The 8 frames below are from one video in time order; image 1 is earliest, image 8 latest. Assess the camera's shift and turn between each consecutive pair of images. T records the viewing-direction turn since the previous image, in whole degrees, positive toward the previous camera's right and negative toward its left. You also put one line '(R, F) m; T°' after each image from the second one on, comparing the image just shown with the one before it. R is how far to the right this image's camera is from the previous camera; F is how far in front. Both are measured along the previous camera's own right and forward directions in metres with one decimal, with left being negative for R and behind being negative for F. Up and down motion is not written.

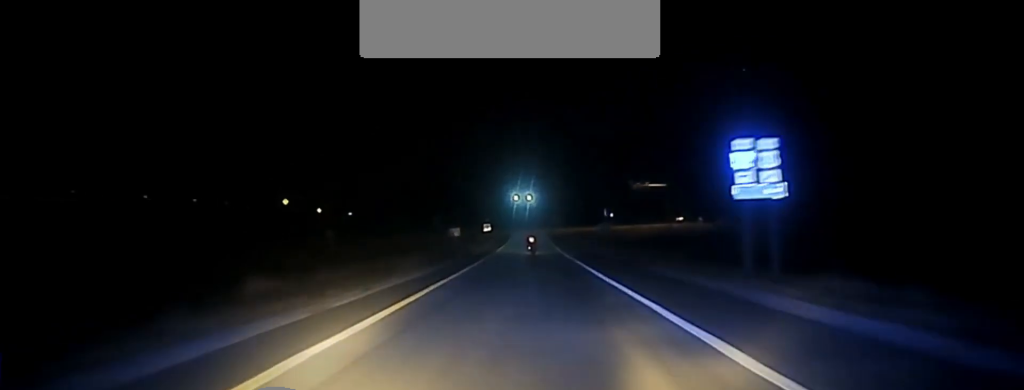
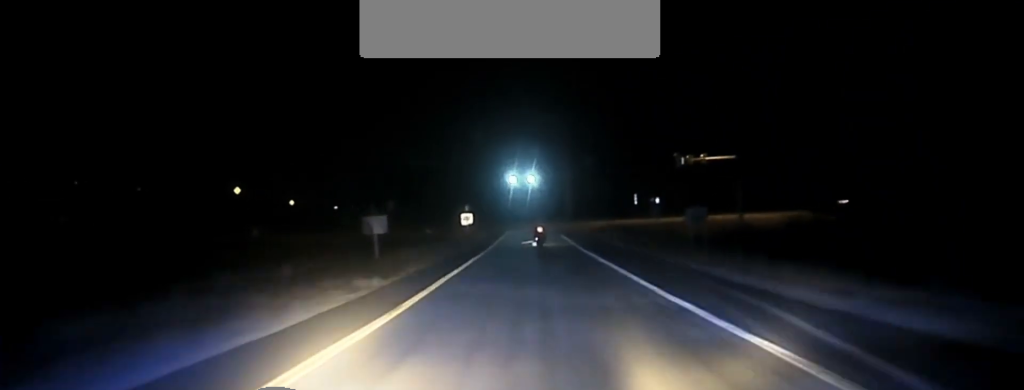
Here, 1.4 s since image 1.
(+0.3, +37.1) m; +1°
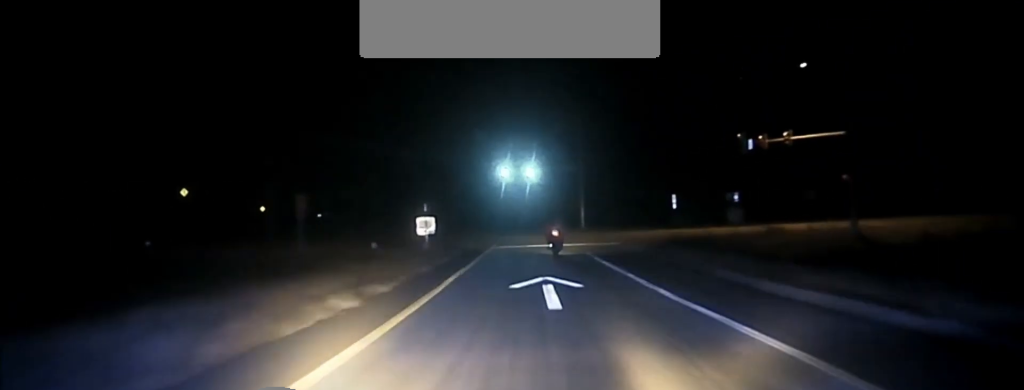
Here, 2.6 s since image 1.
(-0.1, +31.7) m; +1°
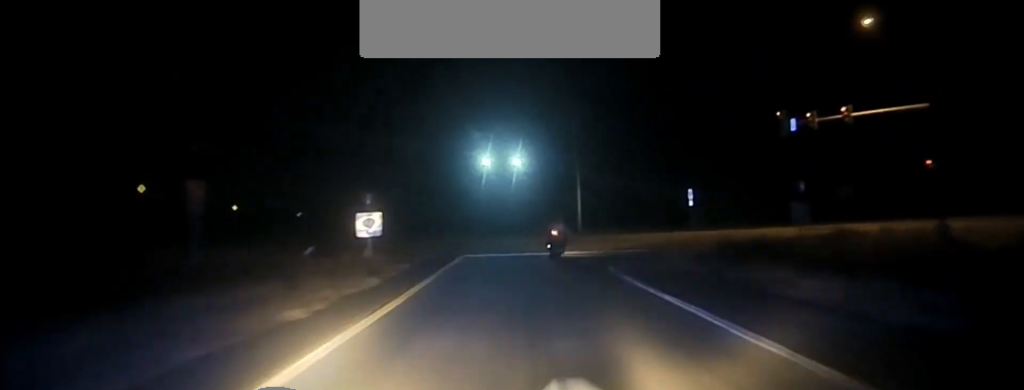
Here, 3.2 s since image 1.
(0.0, +14.0) m; +2°
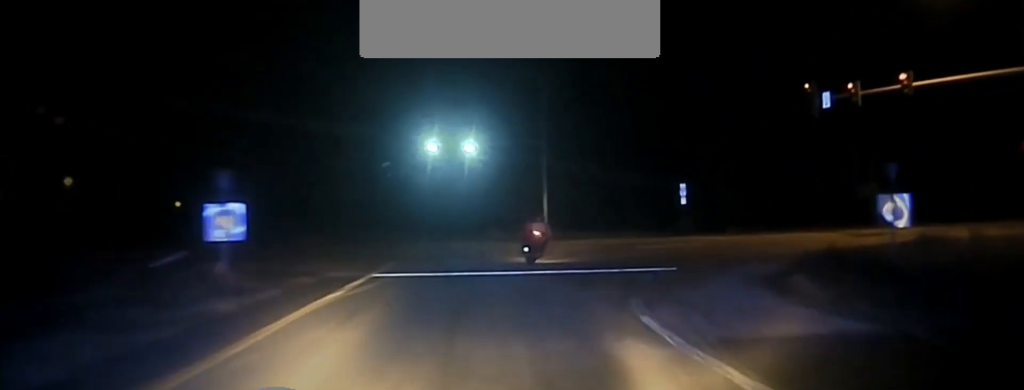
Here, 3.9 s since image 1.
(+0.6, +12.8) m; +4°
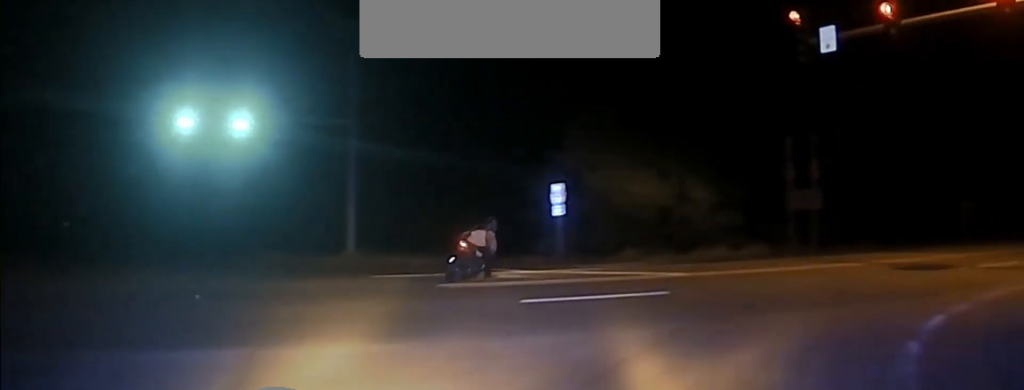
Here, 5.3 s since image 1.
(+2.1, +15.1) m; +24°
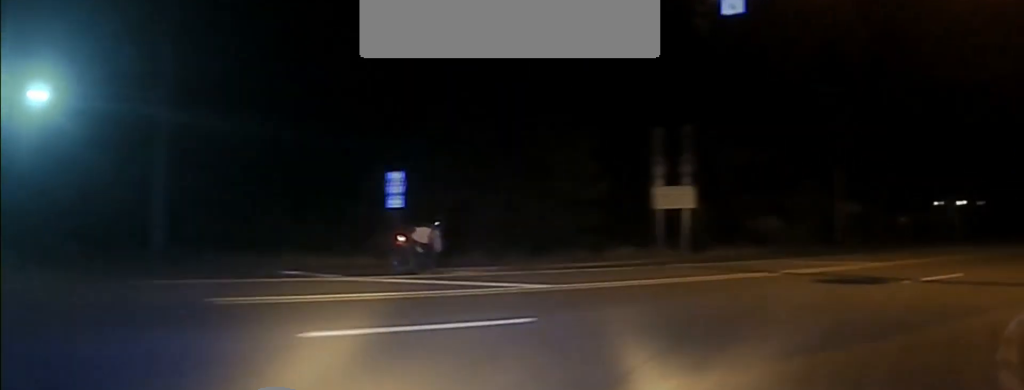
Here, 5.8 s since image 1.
(+1.0, +4.4) m; +14°
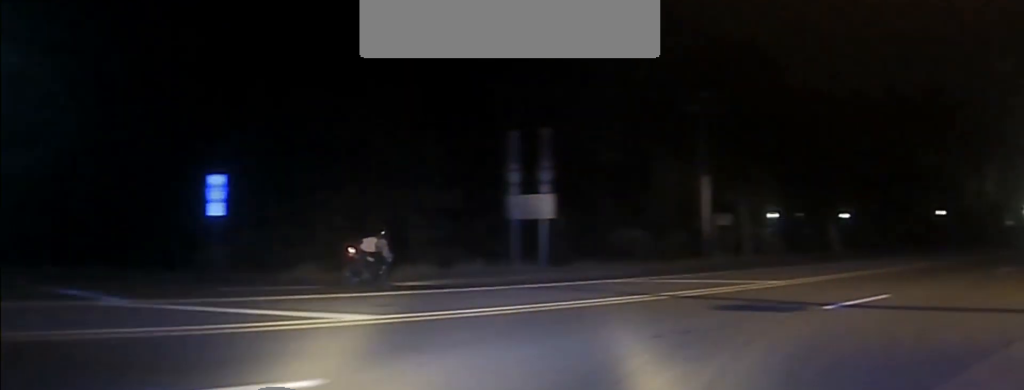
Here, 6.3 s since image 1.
(+0.3, +3.3) m; +2°
